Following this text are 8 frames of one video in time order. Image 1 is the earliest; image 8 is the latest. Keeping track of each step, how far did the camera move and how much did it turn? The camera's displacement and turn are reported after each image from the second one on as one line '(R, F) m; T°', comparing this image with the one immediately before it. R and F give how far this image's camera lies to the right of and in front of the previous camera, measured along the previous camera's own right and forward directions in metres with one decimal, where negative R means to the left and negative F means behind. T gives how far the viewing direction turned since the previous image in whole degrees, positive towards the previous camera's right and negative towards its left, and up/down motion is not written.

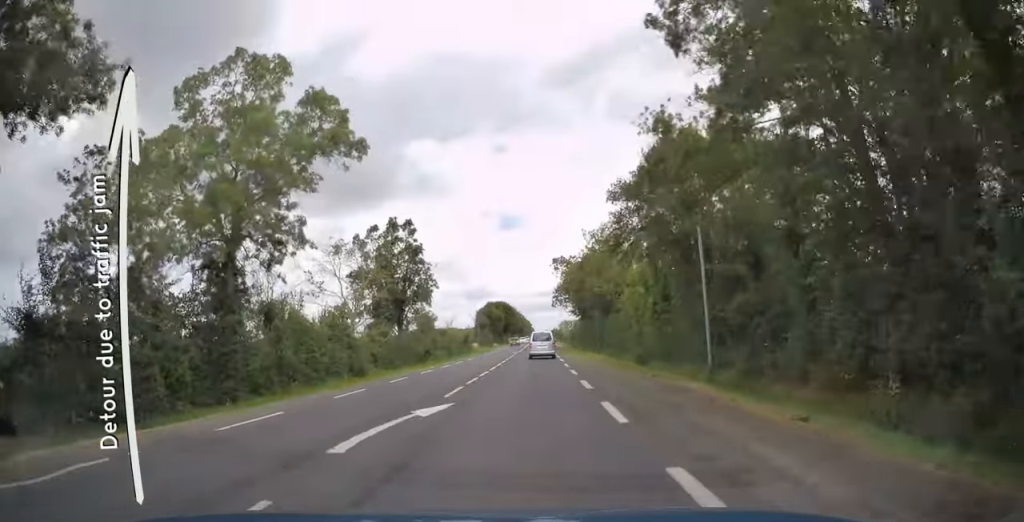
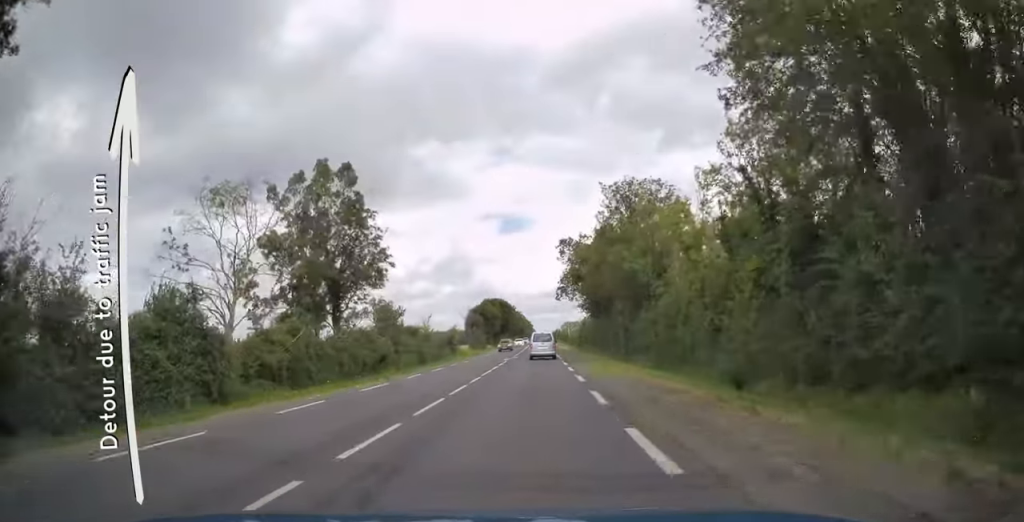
(0.0, +16.6) m; 0°
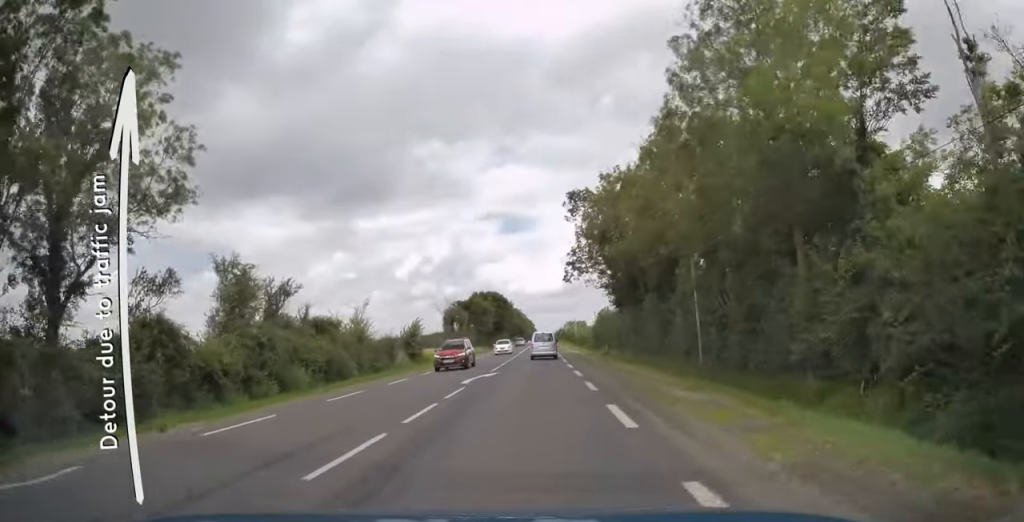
(0.0, +22.7) m; 0°
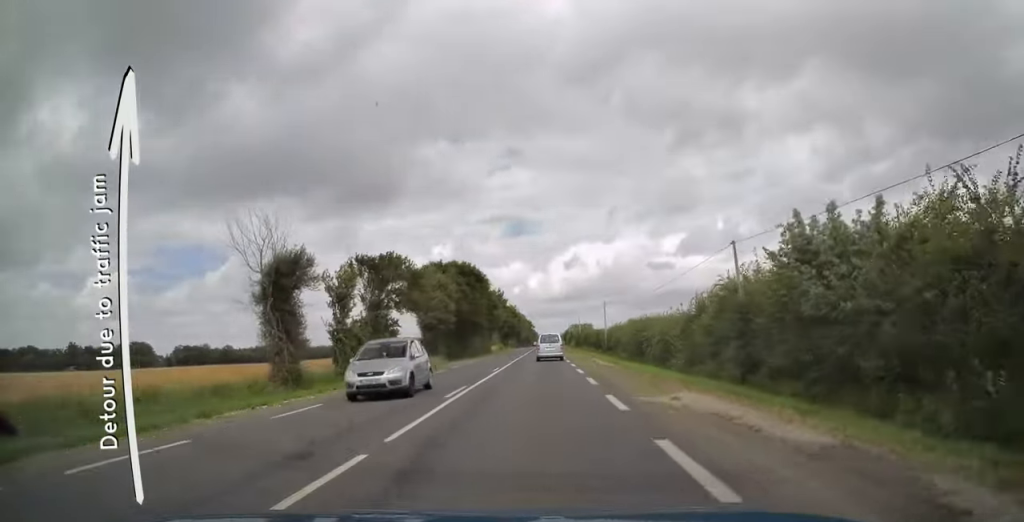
(-0.1, +49.1) m; 0°
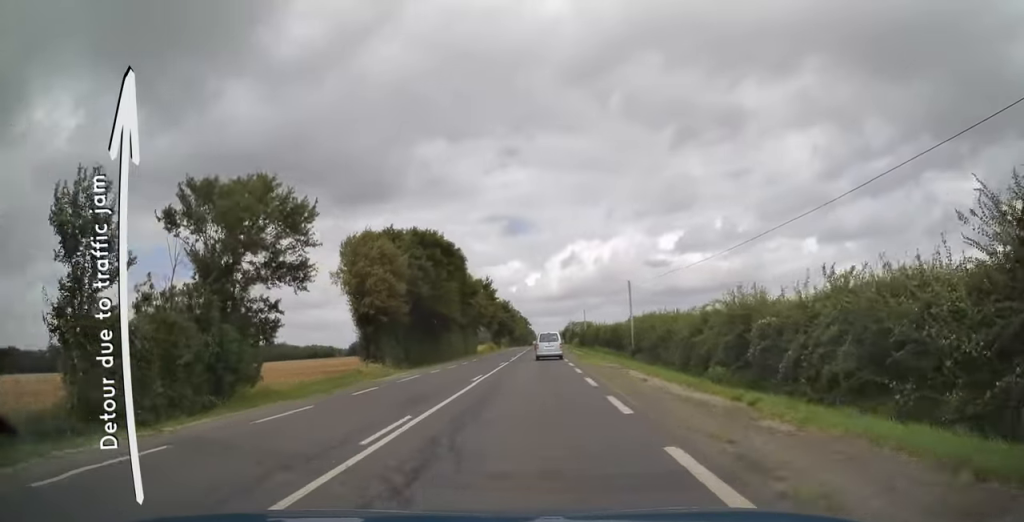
(0.0, +20.1) m; 0°
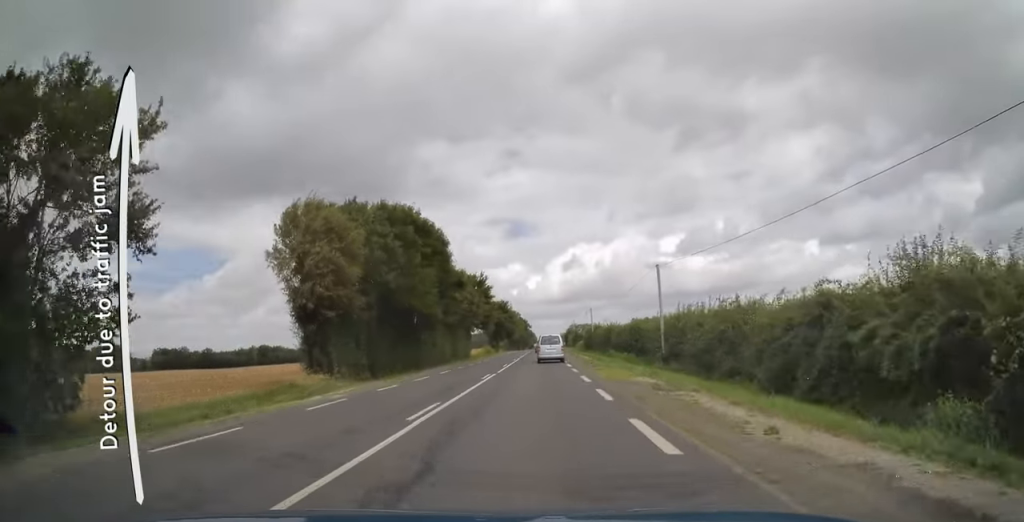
(0.0, +10.2) m; 0°
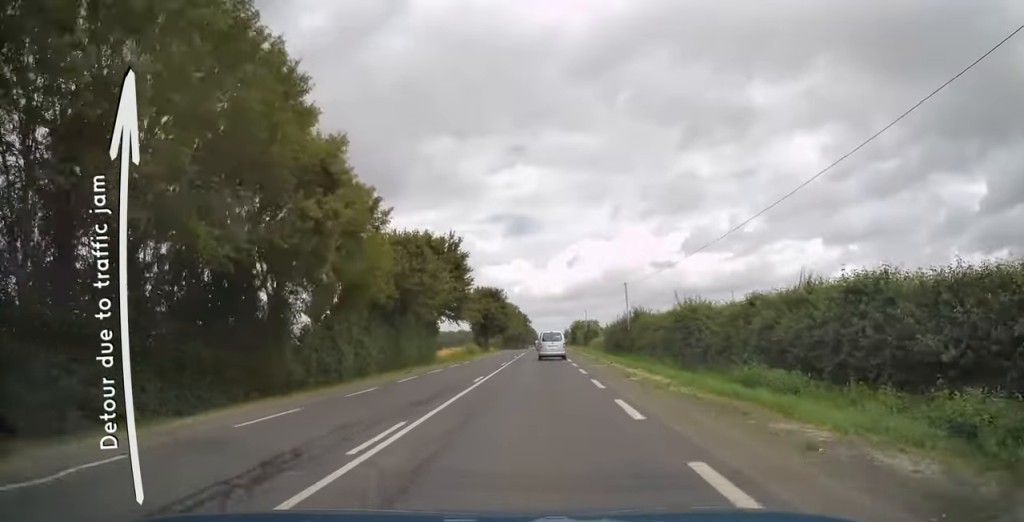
(0.0, +29.5) m; 0°
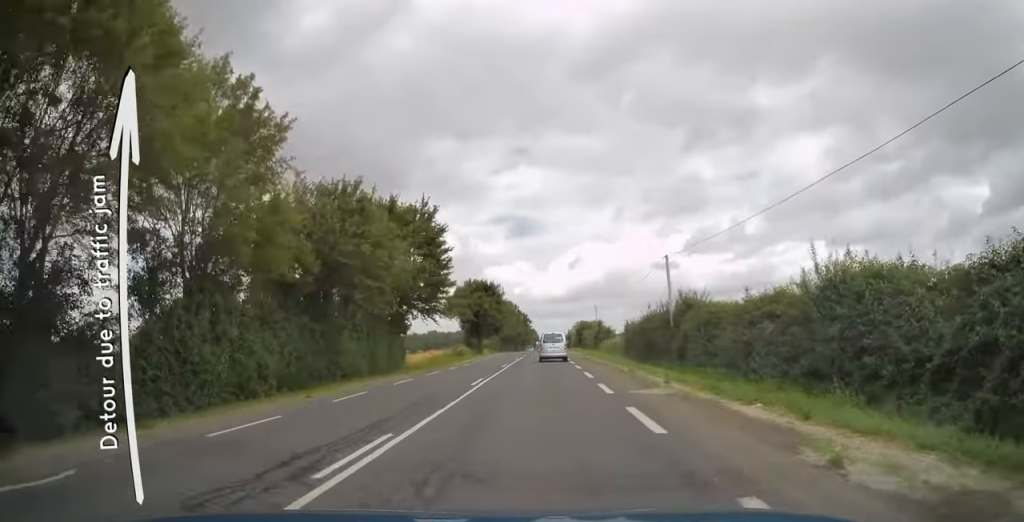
(-0.1, +14.2) m; 0°
